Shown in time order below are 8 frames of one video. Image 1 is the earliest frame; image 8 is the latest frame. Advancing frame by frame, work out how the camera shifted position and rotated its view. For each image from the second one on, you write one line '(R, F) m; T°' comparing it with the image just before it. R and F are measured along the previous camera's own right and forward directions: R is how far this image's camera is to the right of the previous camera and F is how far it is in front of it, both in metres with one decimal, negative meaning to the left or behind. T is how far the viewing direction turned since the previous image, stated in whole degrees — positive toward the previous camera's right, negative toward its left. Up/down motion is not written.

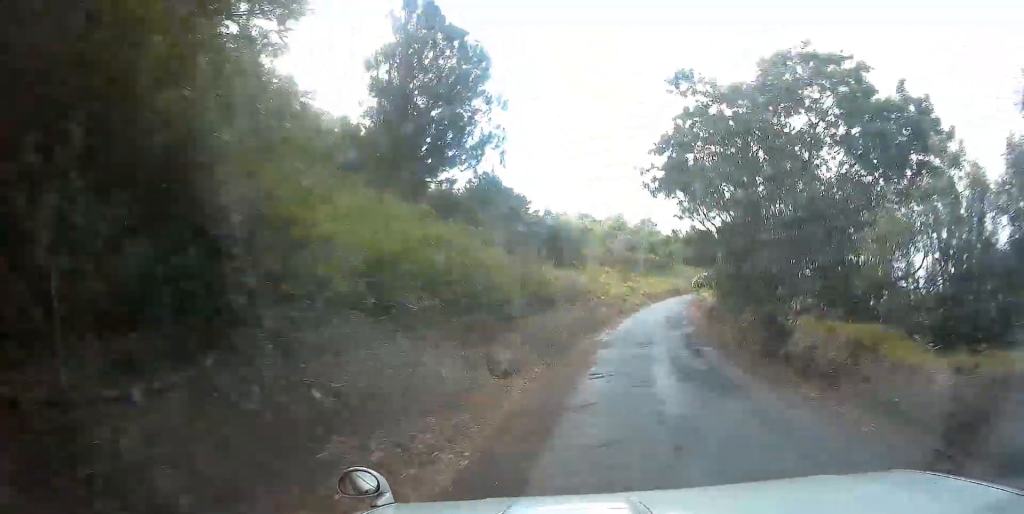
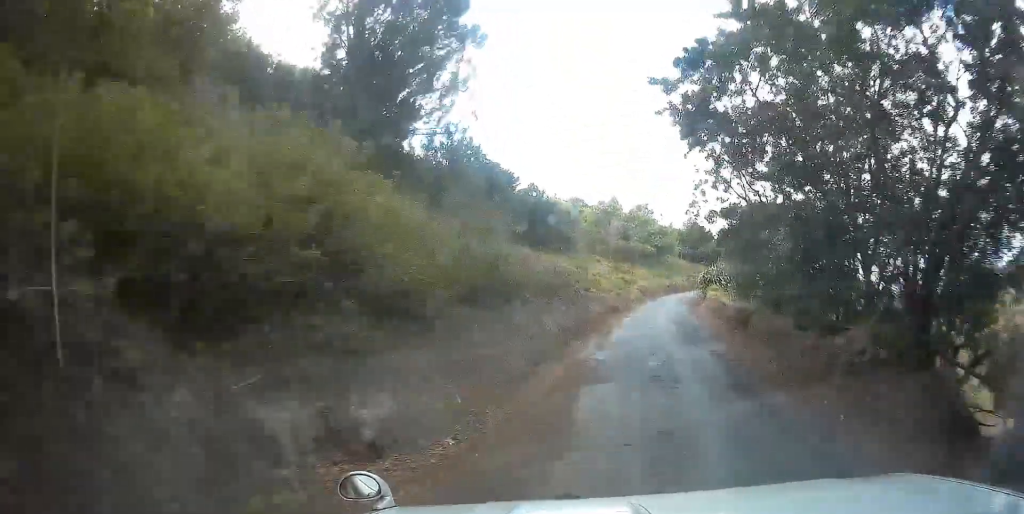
(0.0, +7.1) m; +1°
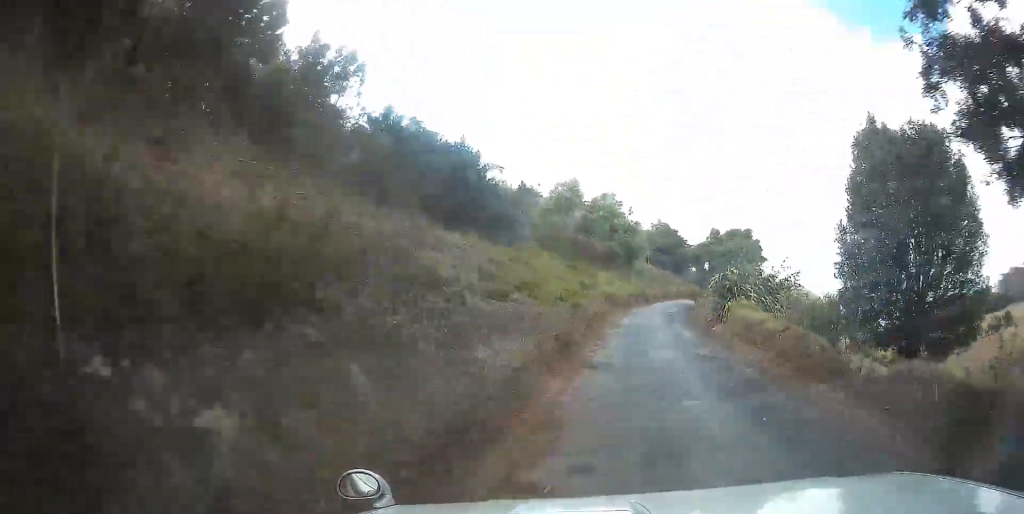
(+0.5, +16.8) m; +4°
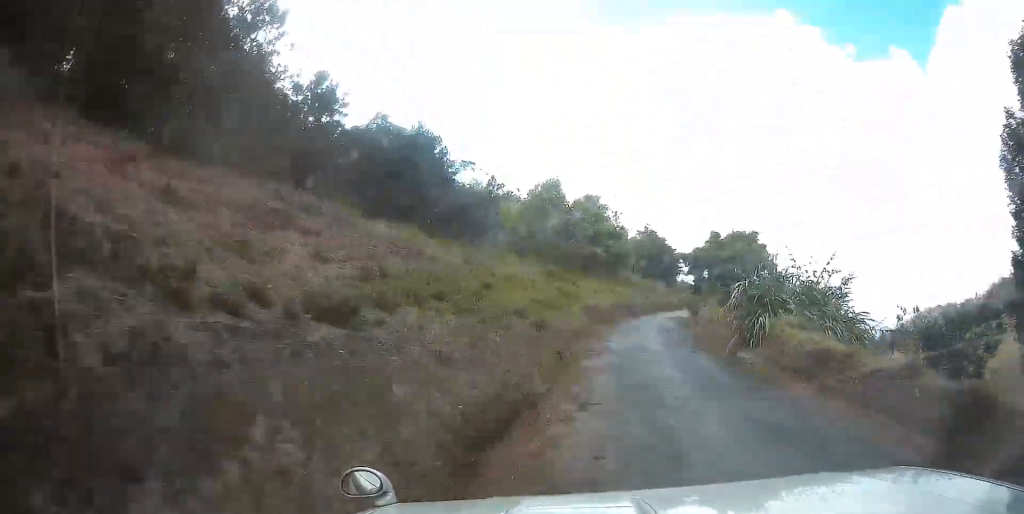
(+0.1, +7.4) m; +1°
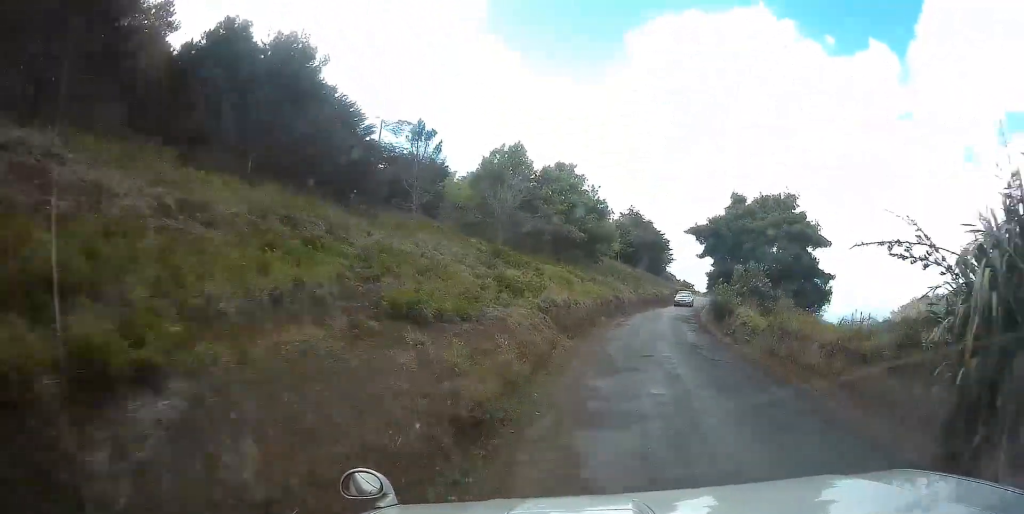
(+0.2, +13.2) m; +2°
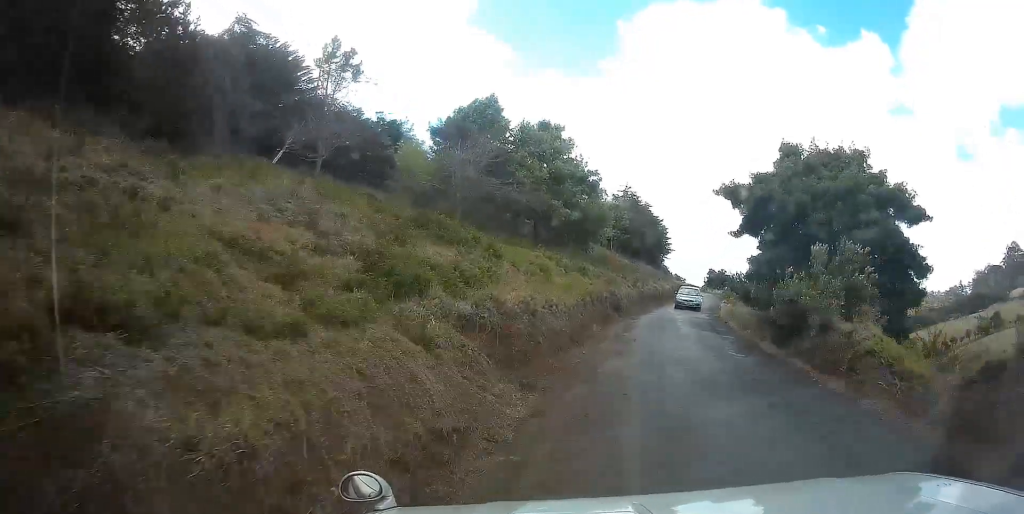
(+0.1, +10.0) m; +2°
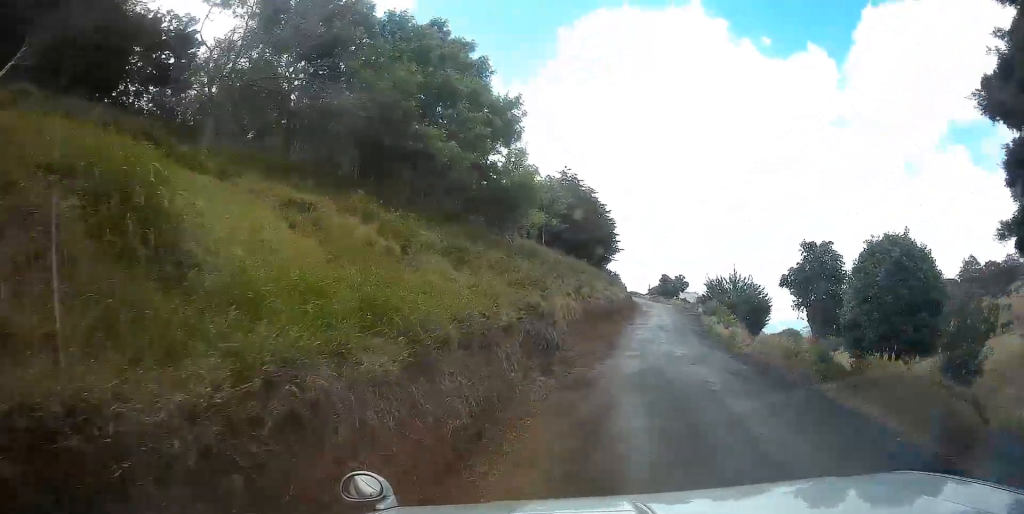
(+0.7, +19.0) m; +6°
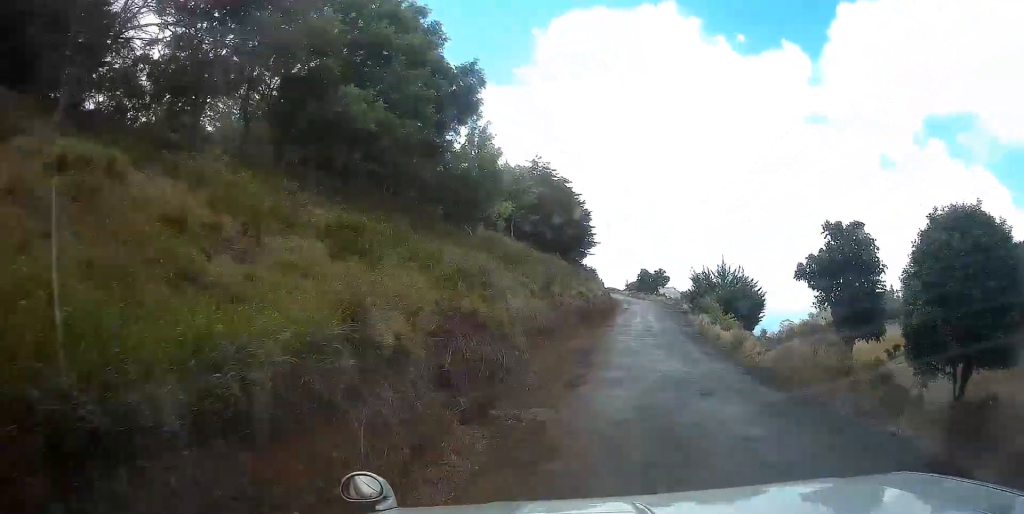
(+0.2, +4.6) m; +2°
